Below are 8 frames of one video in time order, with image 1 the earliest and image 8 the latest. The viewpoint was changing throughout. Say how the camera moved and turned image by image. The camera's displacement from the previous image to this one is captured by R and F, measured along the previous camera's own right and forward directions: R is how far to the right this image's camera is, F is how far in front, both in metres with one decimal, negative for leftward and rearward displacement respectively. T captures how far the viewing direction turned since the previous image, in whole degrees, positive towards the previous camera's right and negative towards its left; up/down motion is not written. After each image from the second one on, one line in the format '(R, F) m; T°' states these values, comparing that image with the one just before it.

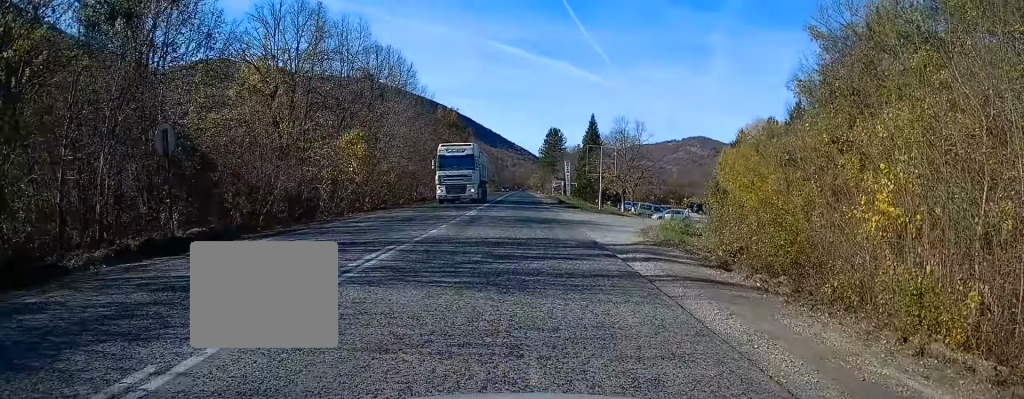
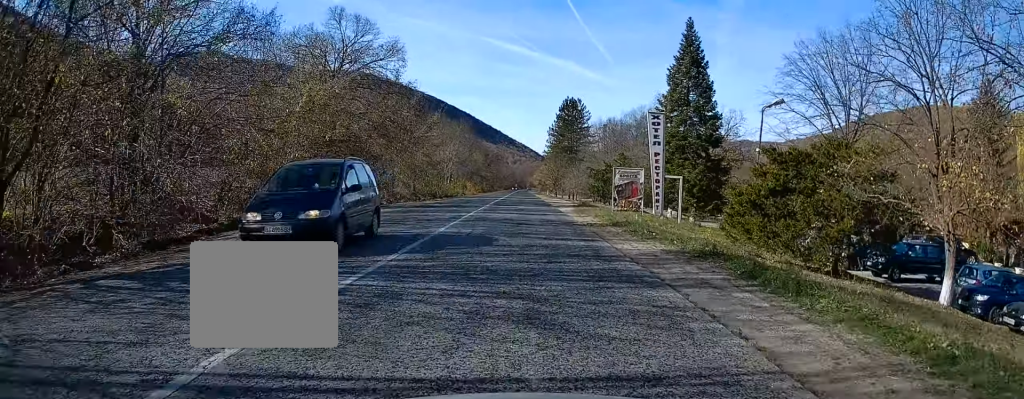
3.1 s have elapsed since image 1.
(+0.4, +61.4) m; 0°
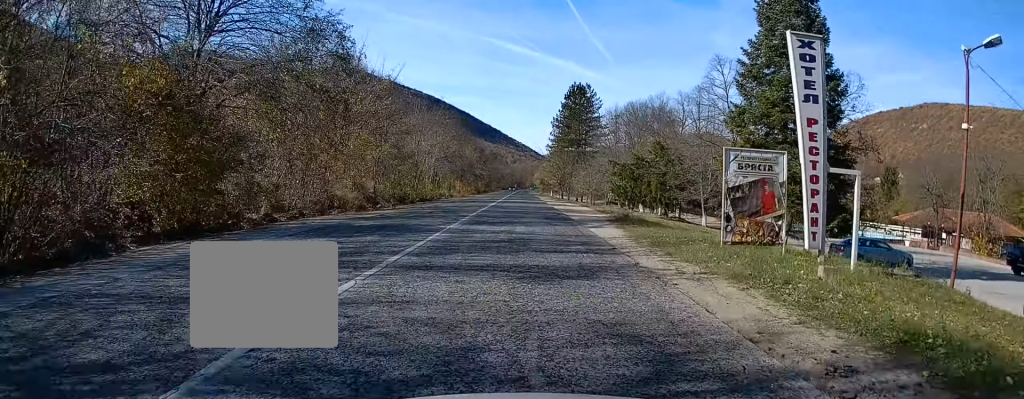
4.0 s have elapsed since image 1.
(0.0, +17.8) m; +1°
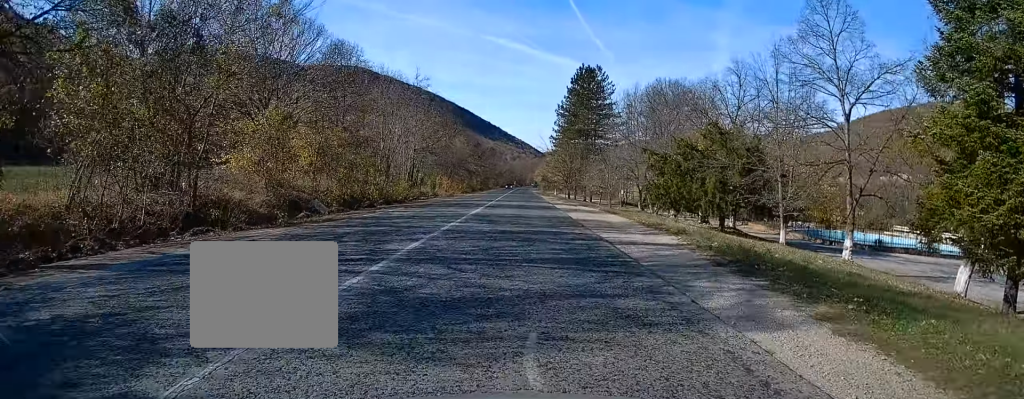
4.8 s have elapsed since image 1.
(+0.2, +14.5) m; +1°
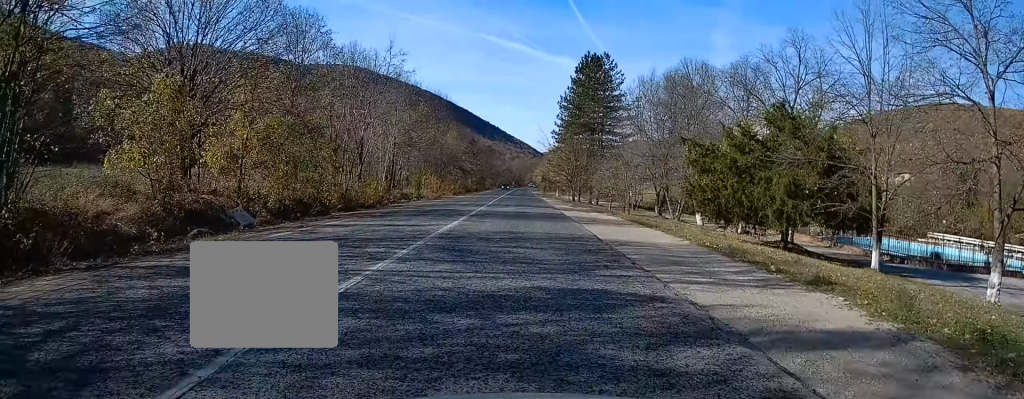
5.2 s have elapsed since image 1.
(0.0, +9.2) m; 0°
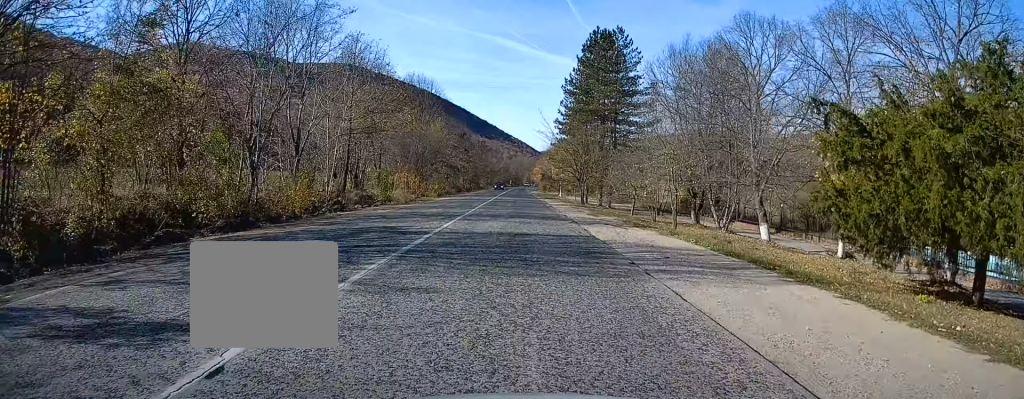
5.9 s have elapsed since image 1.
(0.0, +13.2) m; 0°
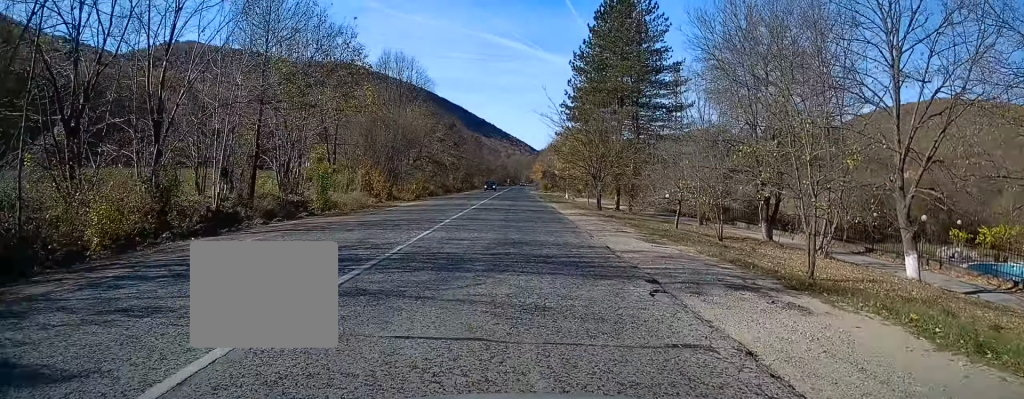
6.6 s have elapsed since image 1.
(+0.1, +13.8) m; -1°
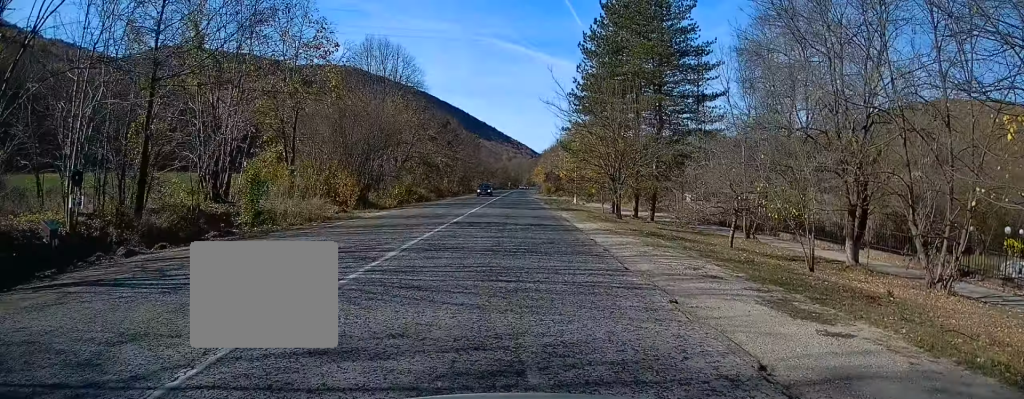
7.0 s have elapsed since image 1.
(-0.2, +8.6) m; 0°
